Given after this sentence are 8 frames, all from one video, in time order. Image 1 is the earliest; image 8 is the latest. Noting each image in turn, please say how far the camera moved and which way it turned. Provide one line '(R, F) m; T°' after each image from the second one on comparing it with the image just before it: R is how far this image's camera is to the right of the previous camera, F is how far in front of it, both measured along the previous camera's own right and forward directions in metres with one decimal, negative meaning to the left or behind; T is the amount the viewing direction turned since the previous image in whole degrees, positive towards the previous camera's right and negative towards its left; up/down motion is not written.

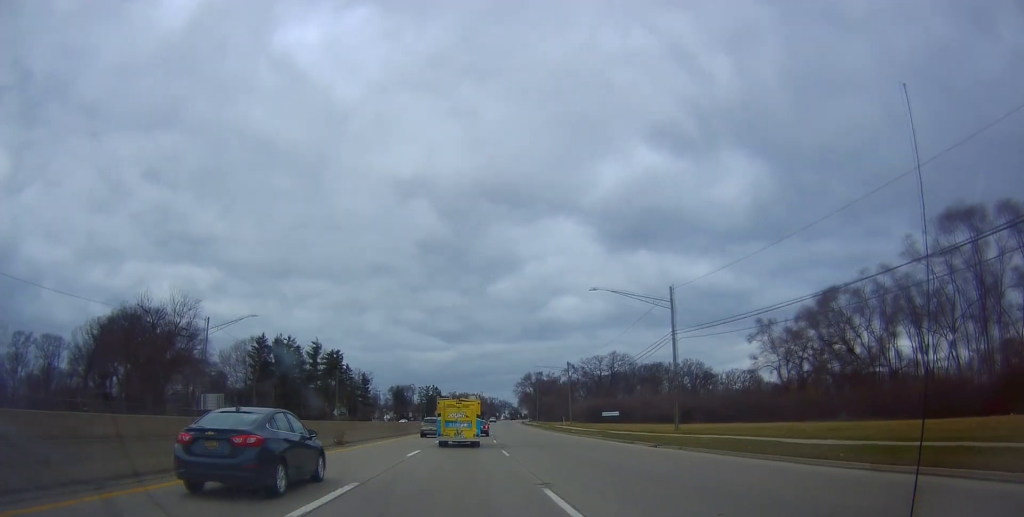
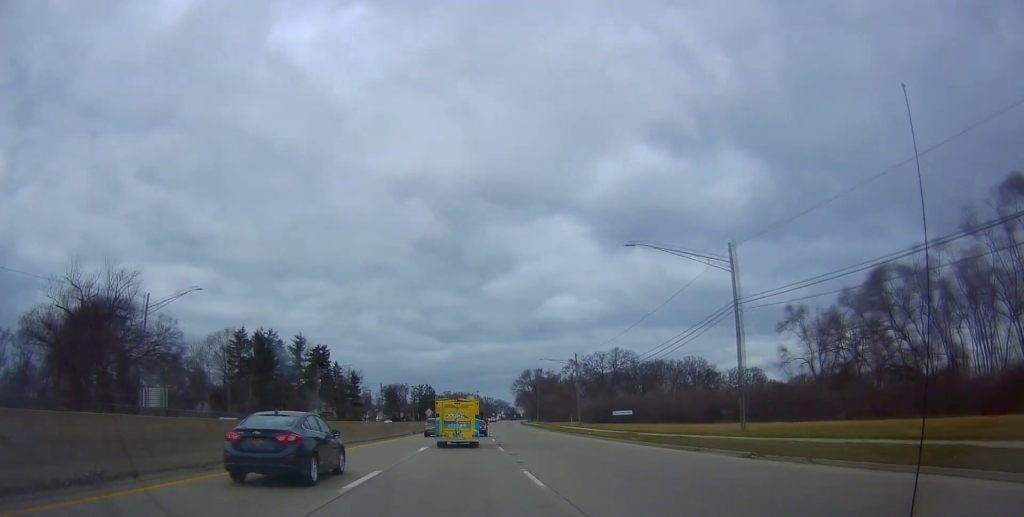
(+0.2, +11.1) m; 0°
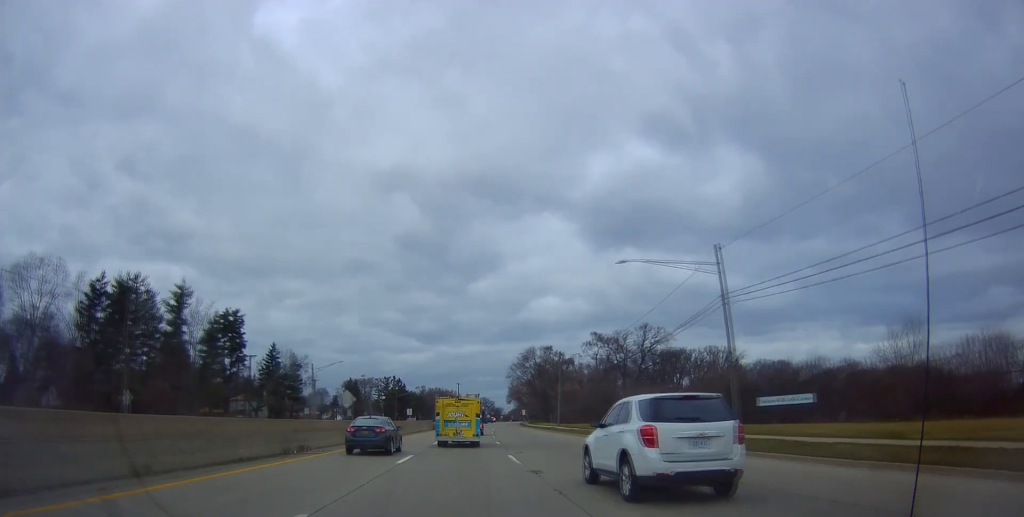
(+1.1, +53.8) m; +2°
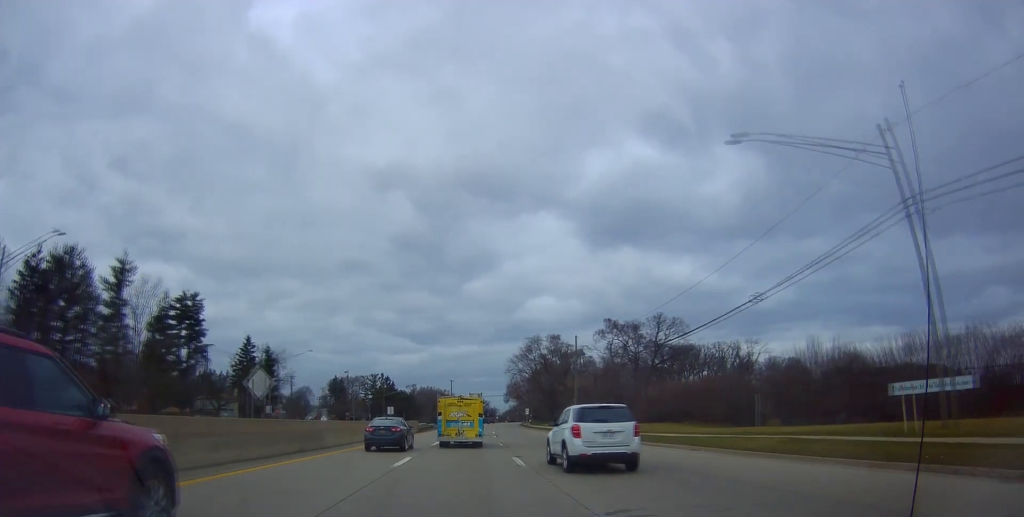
(-0.4, +16.3) m; 0°
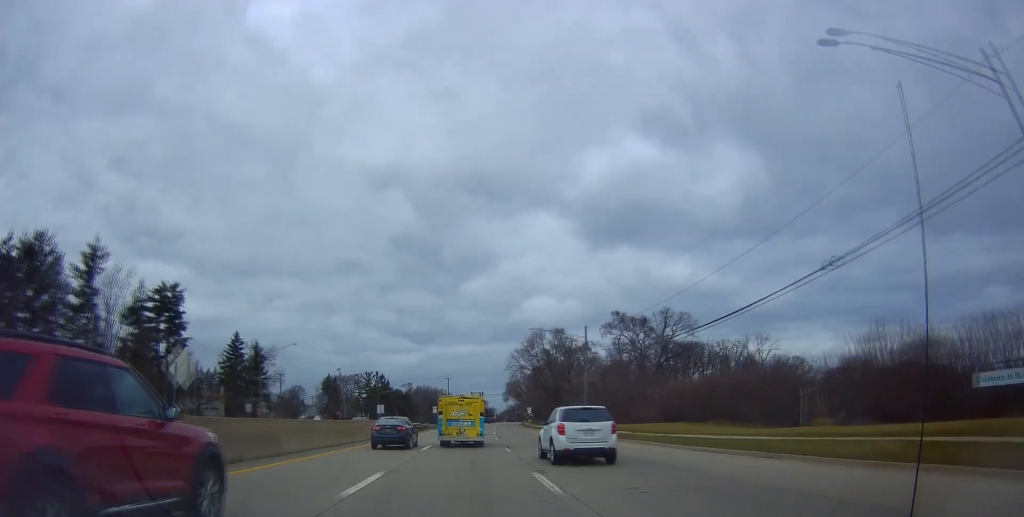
(-0.2, +6.8) m; 0°
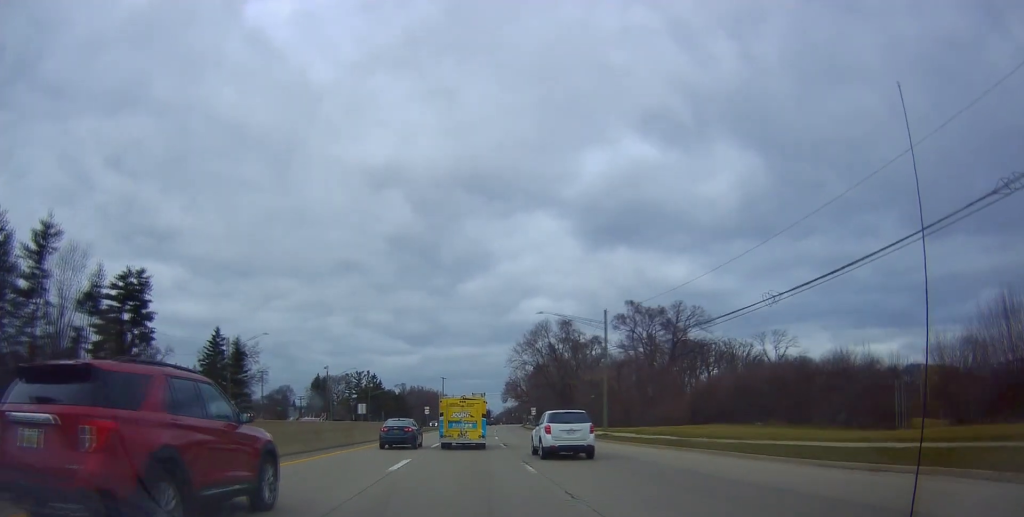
(+0.5, +10.1) m; +2°
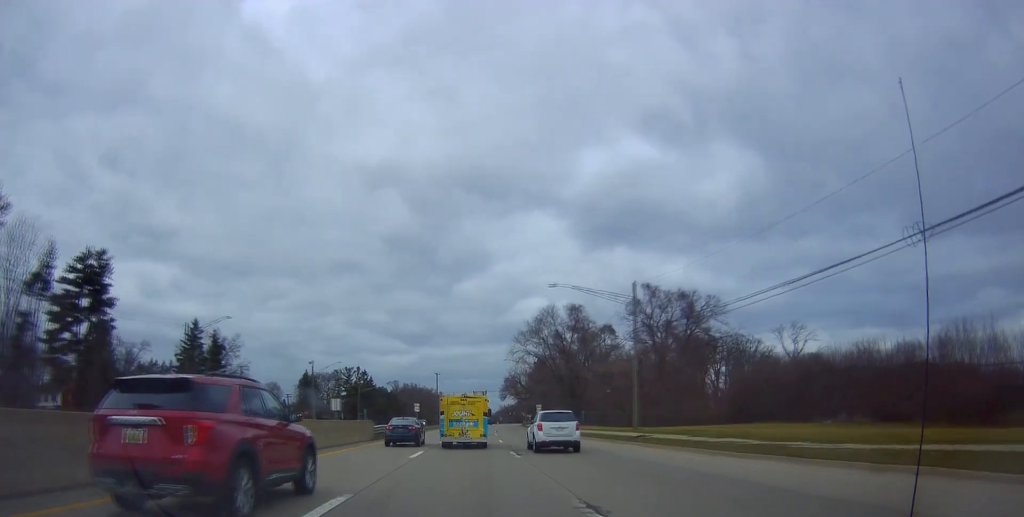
(+0.2, +10.2) m; +1°
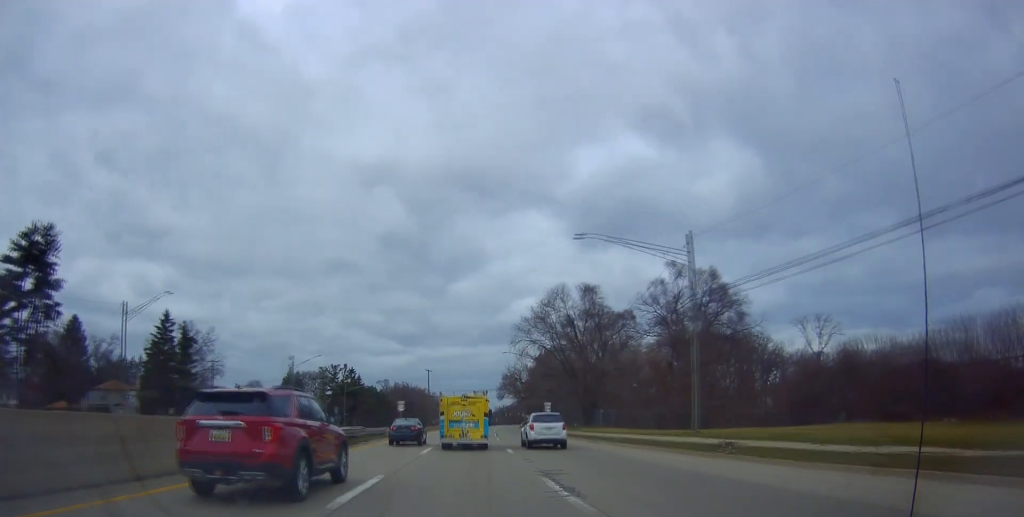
(0.0, +11.9) m; 0°
